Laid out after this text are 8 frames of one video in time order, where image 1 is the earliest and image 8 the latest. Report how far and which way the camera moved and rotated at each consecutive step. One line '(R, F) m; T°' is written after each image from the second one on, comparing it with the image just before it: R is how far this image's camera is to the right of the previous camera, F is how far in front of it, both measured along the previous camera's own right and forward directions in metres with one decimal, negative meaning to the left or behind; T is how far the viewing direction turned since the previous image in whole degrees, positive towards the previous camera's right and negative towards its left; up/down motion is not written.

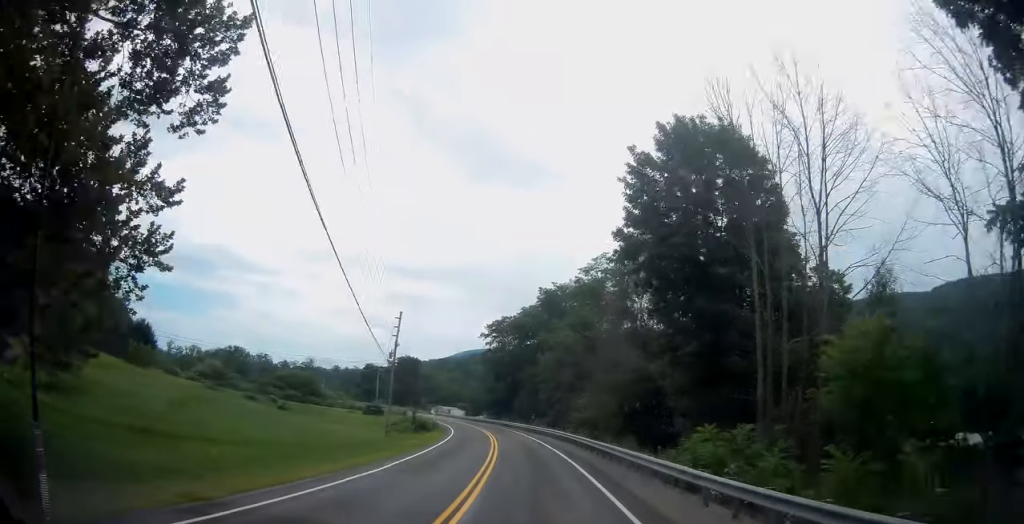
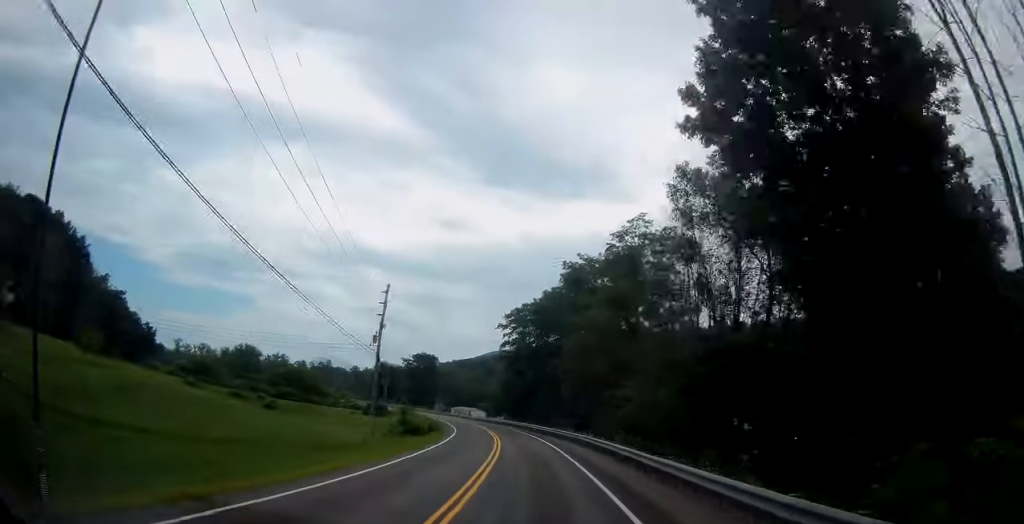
(-0.2, +12.7) m; -3°
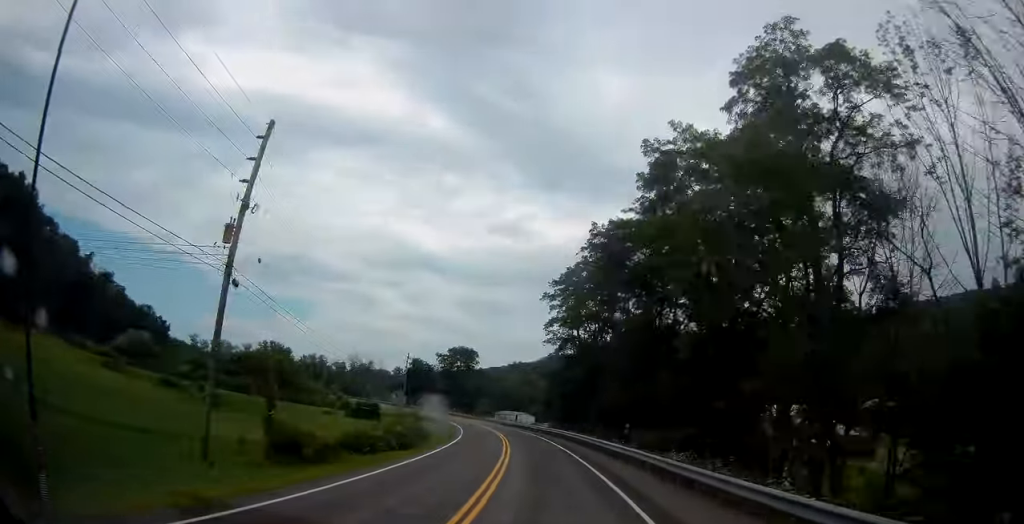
(-1.6, +28.8) m; -6°
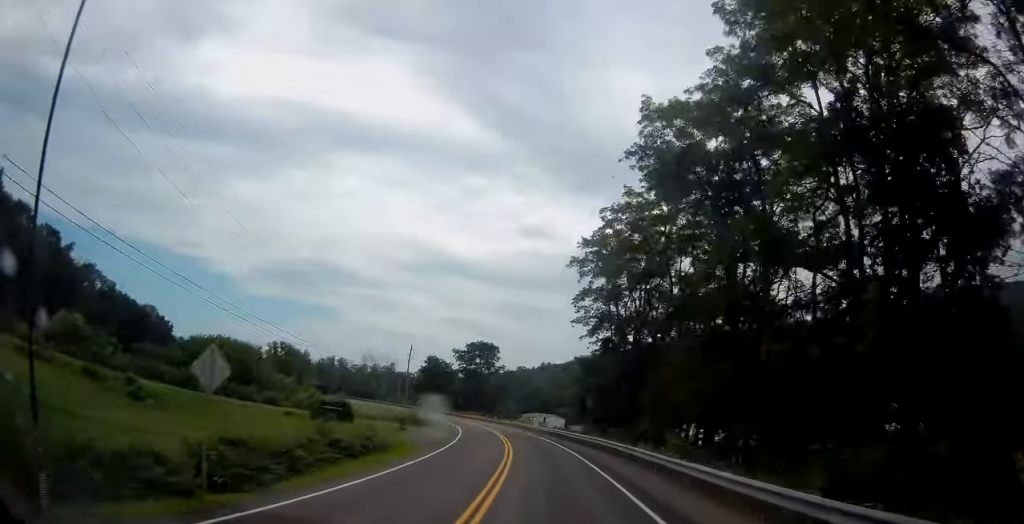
(-0.3, +17.9) m; -3°
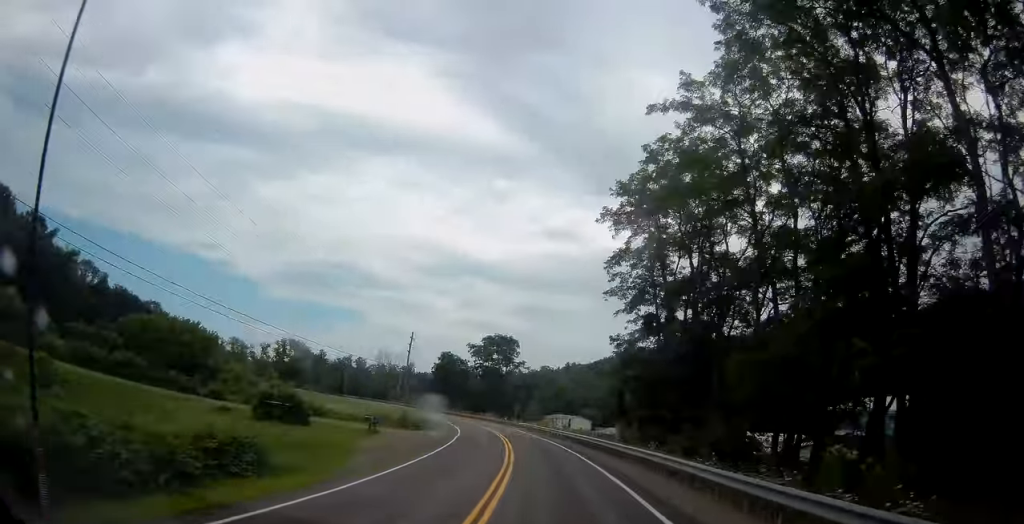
(-0.5, +14.3) m; -3°
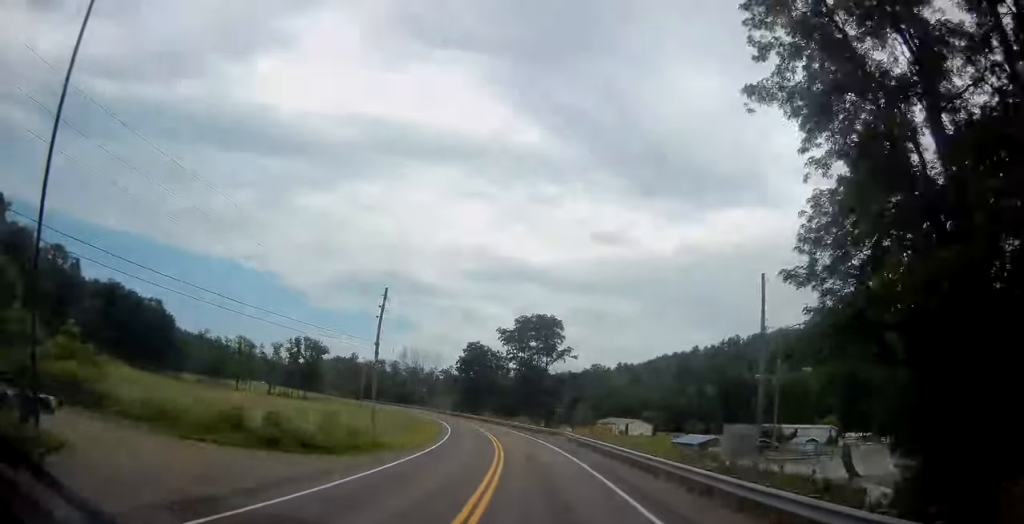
(-1.5, +30.2) m; -5°
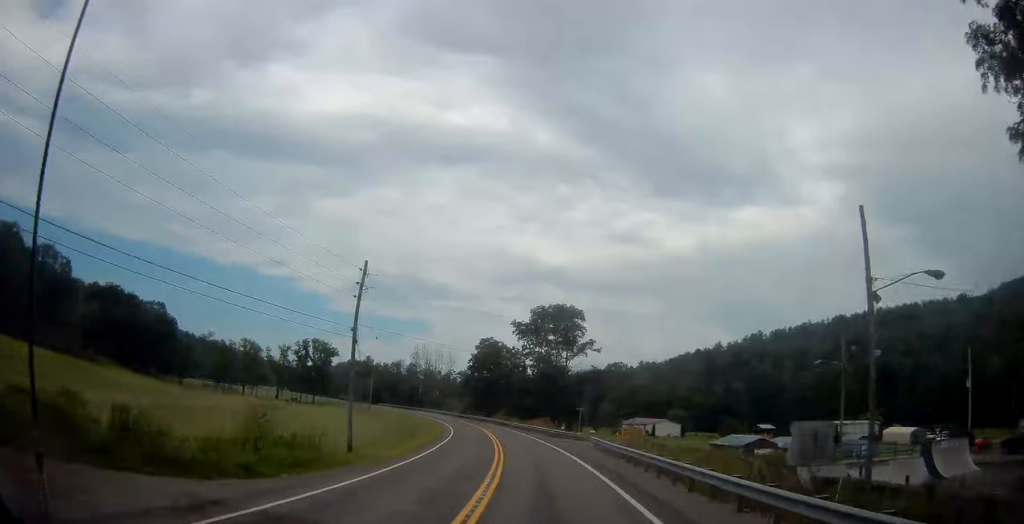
(-0.2, +9.8) m; -2°
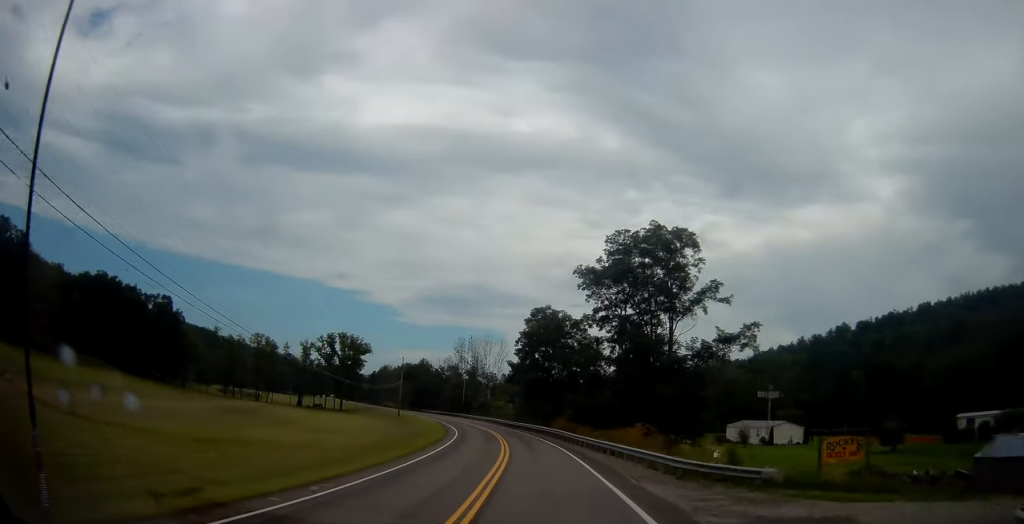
(-2.3, +36.6) m; -8°
